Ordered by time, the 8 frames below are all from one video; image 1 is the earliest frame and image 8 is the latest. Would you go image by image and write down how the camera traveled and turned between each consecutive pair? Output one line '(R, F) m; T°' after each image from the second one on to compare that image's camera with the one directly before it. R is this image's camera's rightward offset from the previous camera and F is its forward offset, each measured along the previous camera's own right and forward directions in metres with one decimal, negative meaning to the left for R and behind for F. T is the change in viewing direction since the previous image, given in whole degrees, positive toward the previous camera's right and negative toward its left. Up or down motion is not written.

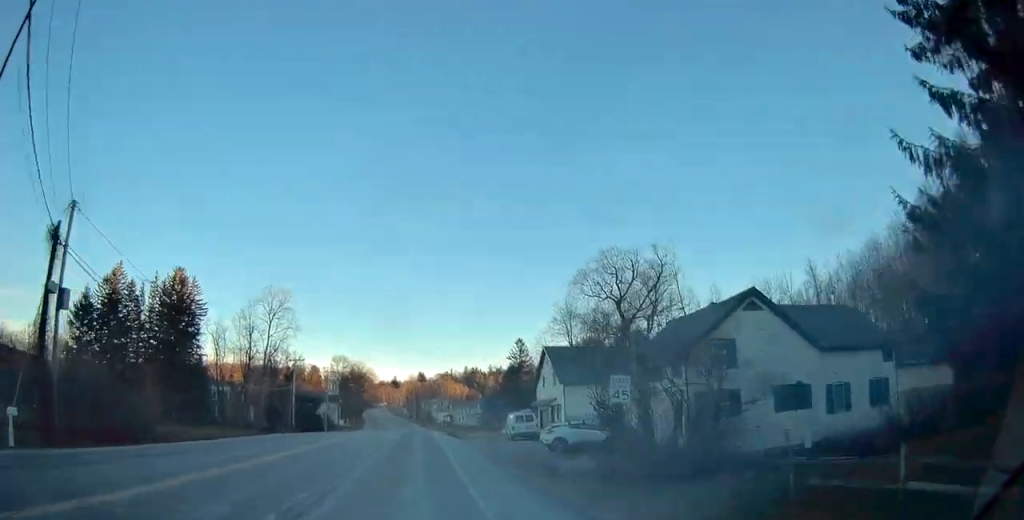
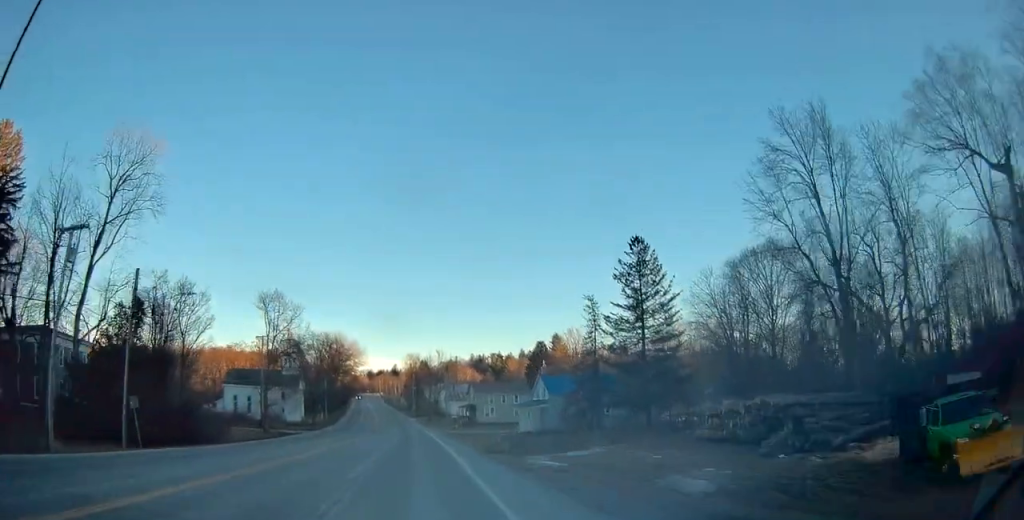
(-0.2, +61.5) m; 0°
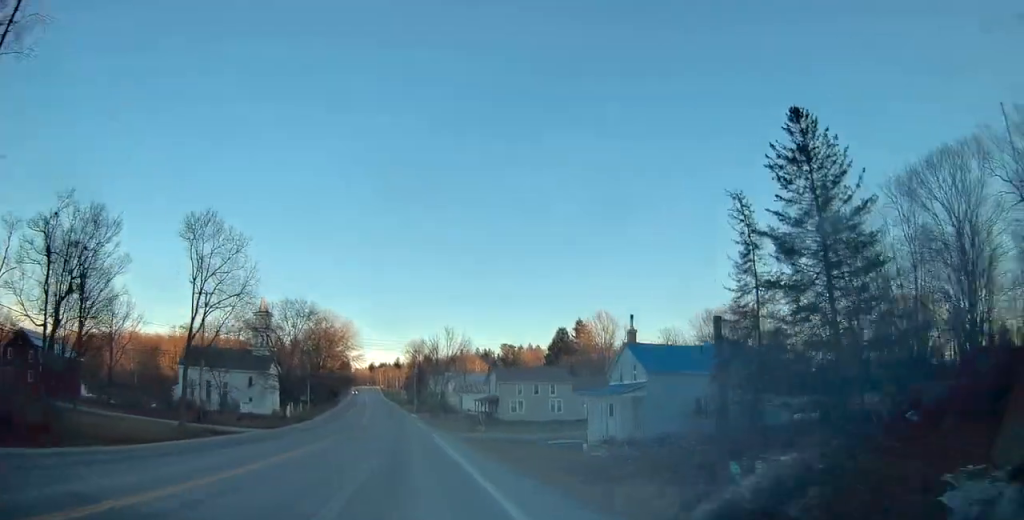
(+0.1, +24.9) m; 0°
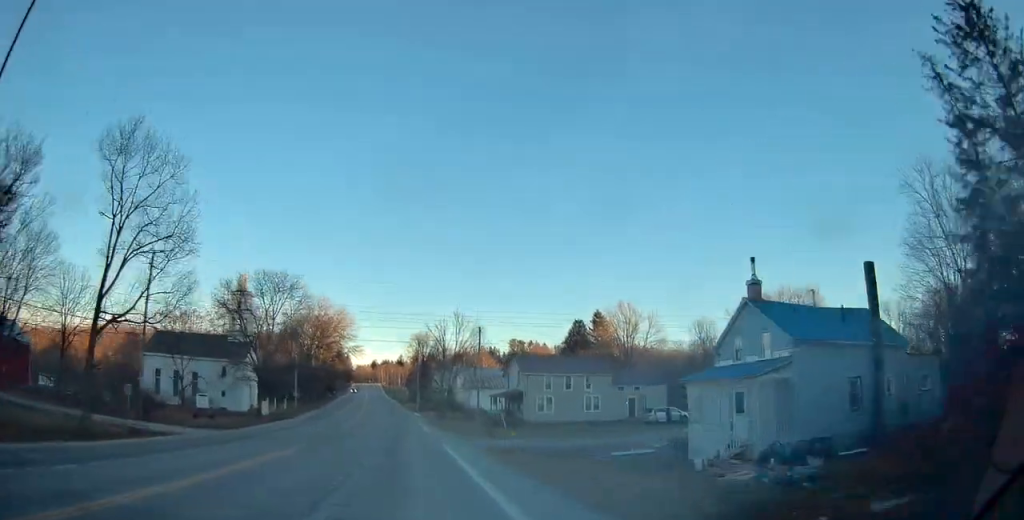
(0.0, +14.3) m; -1°
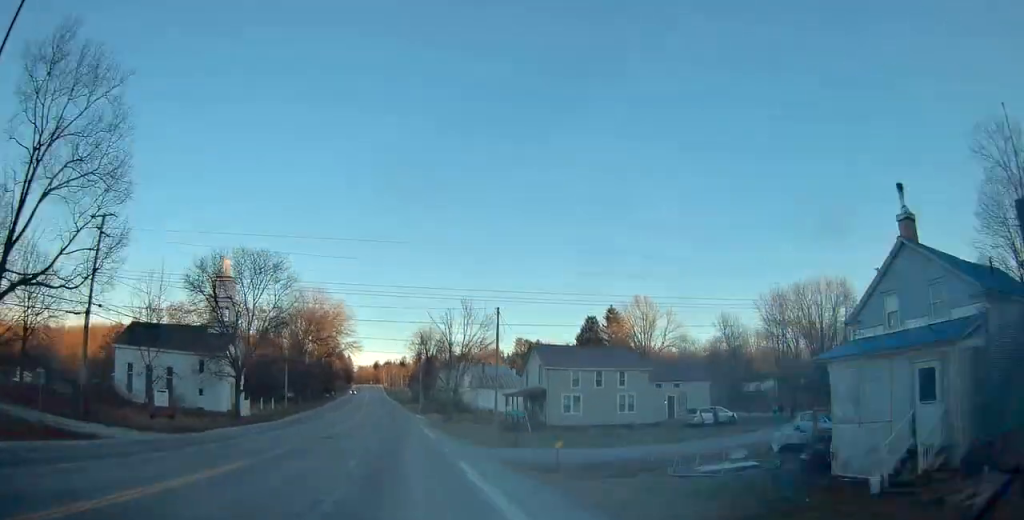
(0.0, +9.3) m; -1°
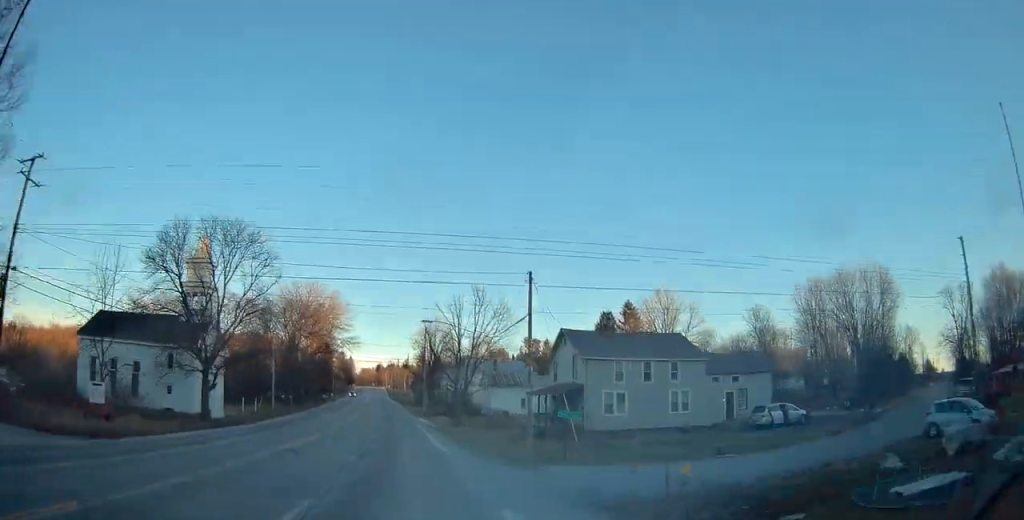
(0.0, +10.0) m; -1°
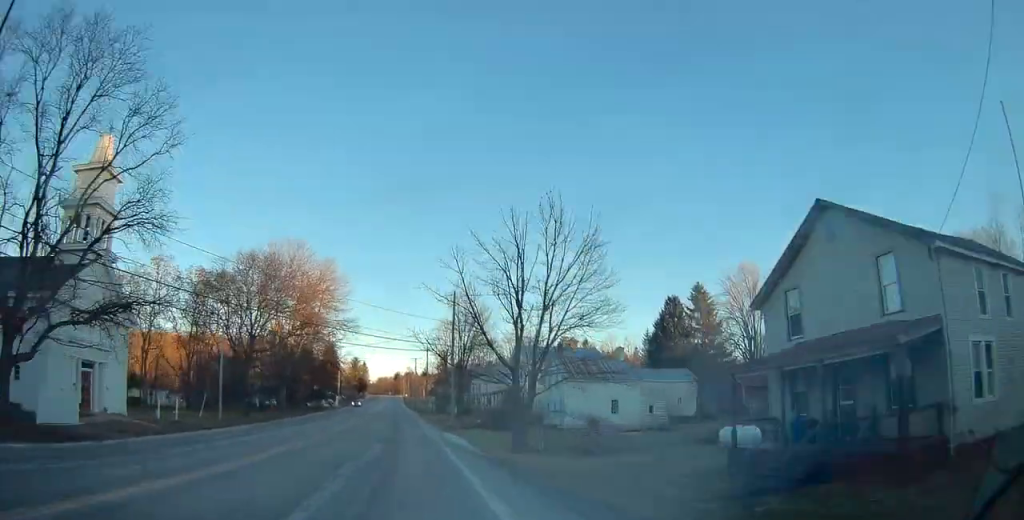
(-0.5, +28.0) m; -1°
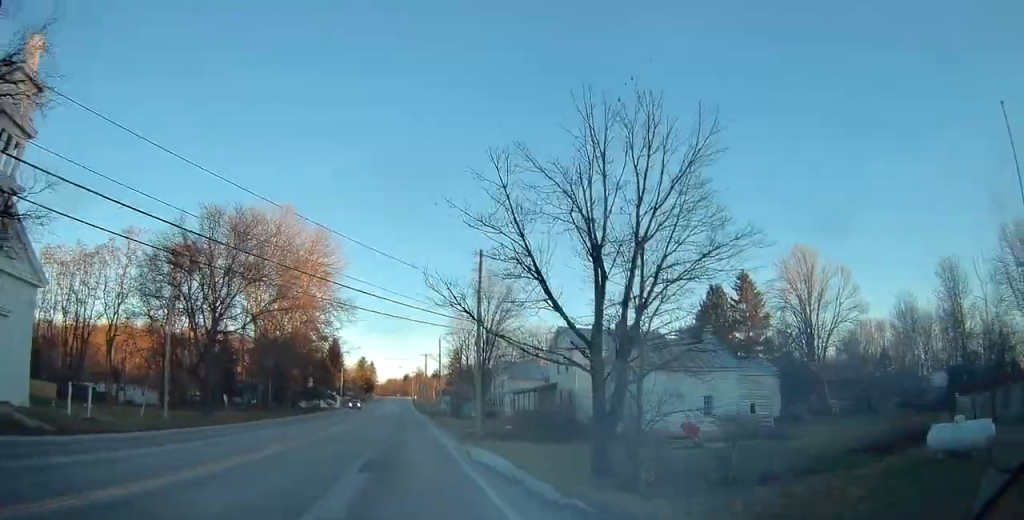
(+0.1, +13.7) m; 0°
